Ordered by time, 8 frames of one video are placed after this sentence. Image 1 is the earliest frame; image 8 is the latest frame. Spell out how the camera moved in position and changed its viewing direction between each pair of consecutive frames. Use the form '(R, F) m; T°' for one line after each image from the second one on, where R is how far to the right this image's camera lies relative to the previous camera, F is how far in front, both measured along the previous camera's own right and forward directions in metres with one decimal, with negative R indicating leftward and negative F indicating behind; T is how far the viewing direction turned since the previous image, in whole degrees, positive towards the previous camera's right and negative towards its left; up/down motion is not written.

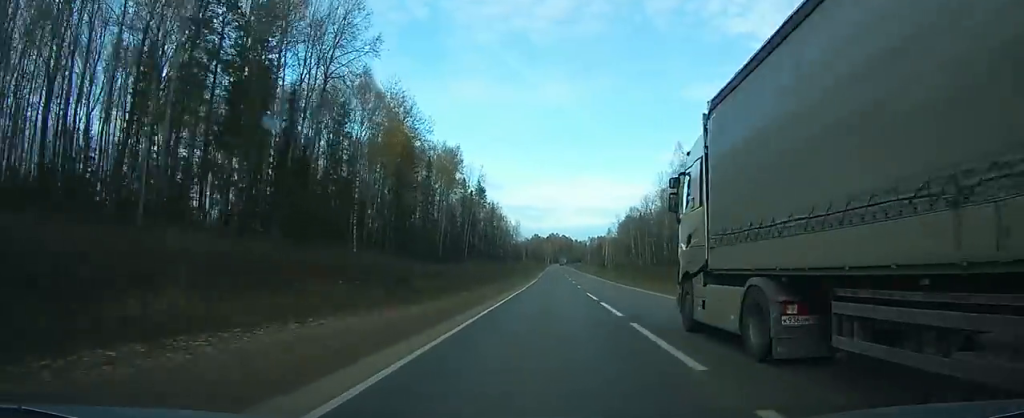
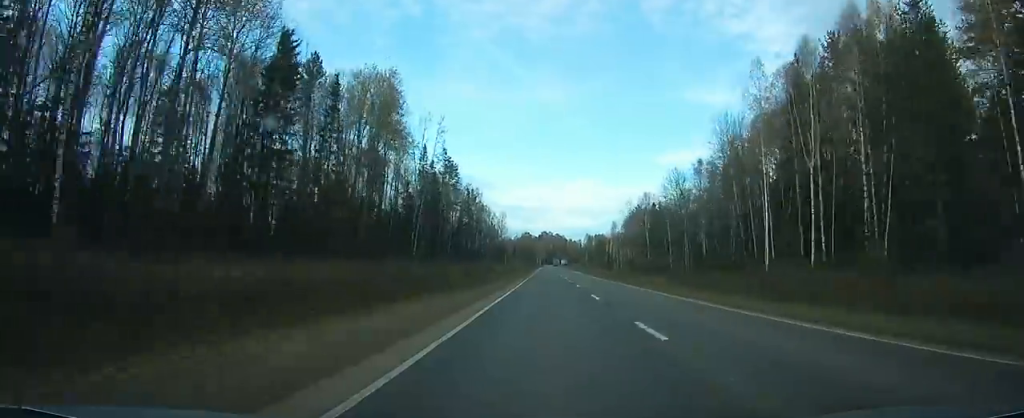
(+0.4, +50.8) m; +1°
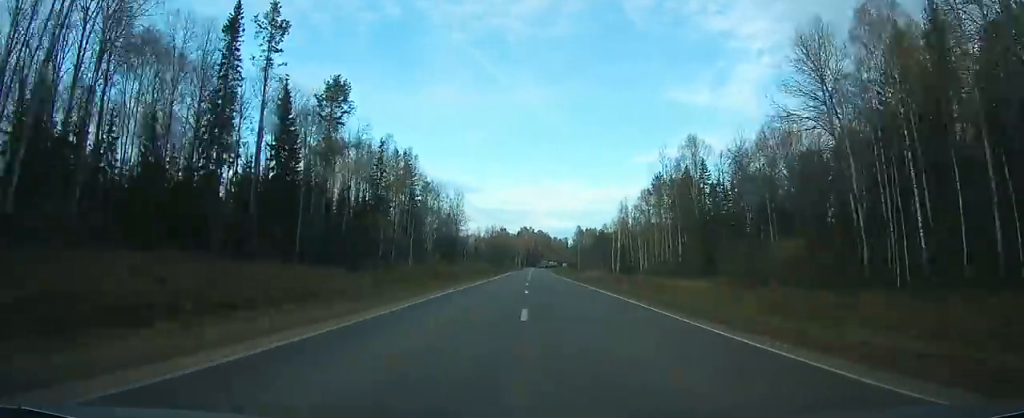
(+1.2, +82.1) m; +1°
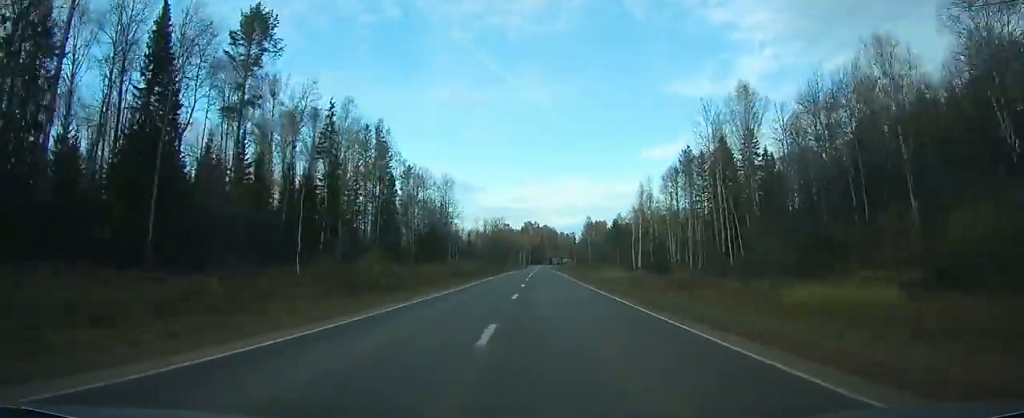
(+0.1, +28.2) m; 0°
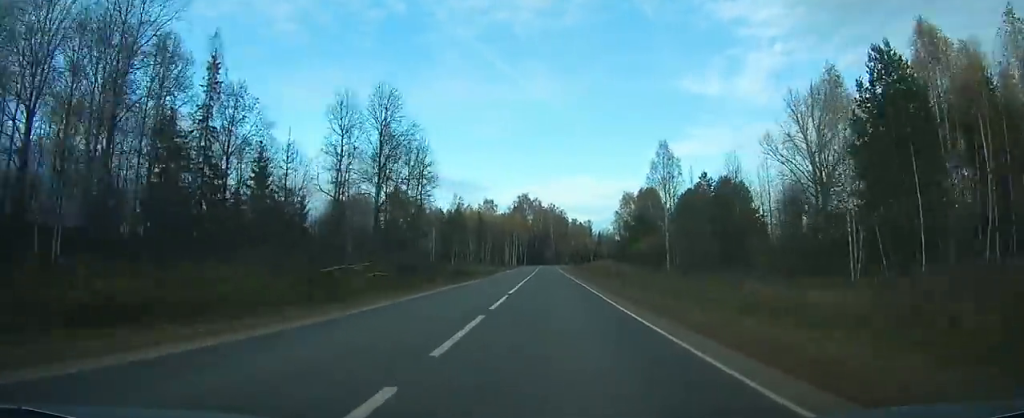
(+2.2, +134.2) m; -1°
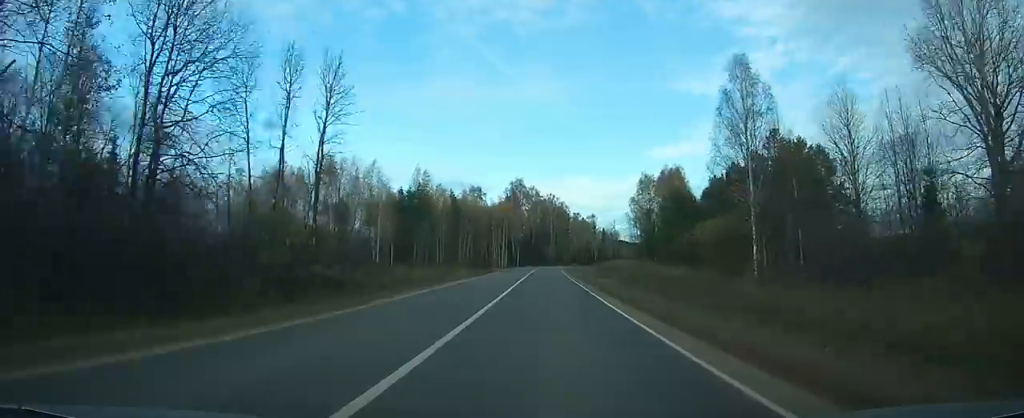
(-2.2, +39.4) m; -1°
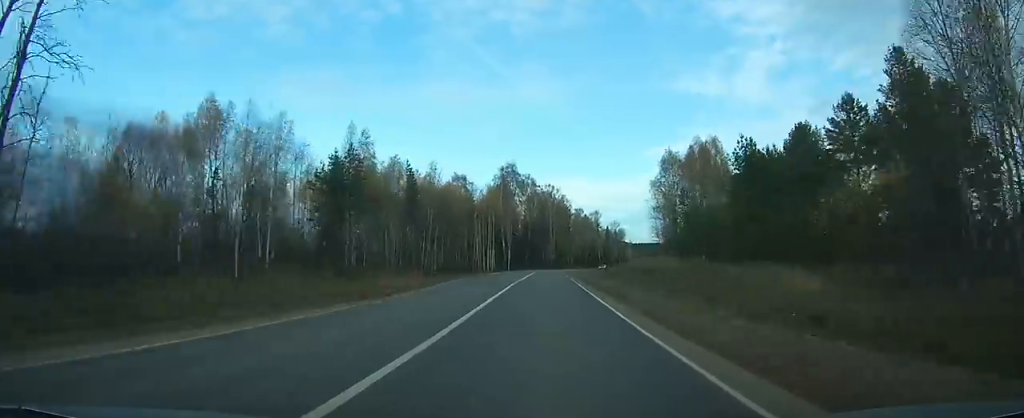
(+0.3, +33.6) m; +1°
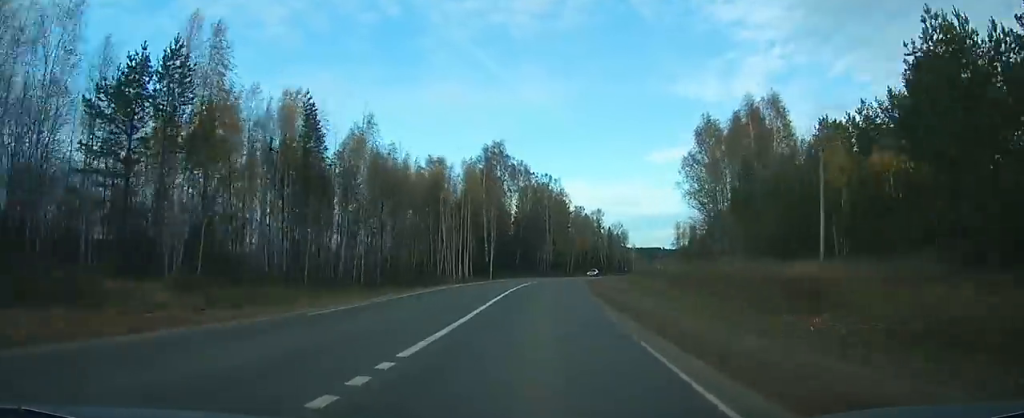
(+0.5, +33.4) m; +1°
